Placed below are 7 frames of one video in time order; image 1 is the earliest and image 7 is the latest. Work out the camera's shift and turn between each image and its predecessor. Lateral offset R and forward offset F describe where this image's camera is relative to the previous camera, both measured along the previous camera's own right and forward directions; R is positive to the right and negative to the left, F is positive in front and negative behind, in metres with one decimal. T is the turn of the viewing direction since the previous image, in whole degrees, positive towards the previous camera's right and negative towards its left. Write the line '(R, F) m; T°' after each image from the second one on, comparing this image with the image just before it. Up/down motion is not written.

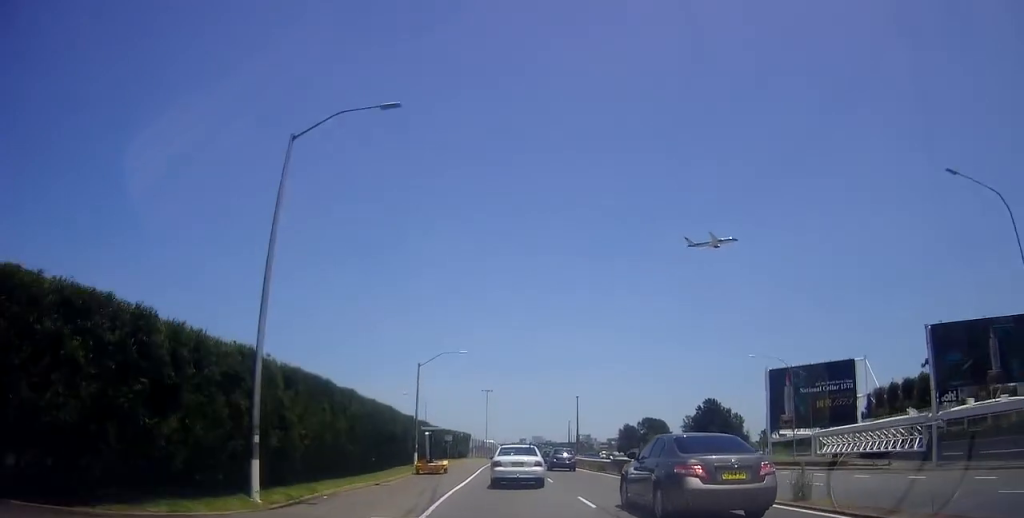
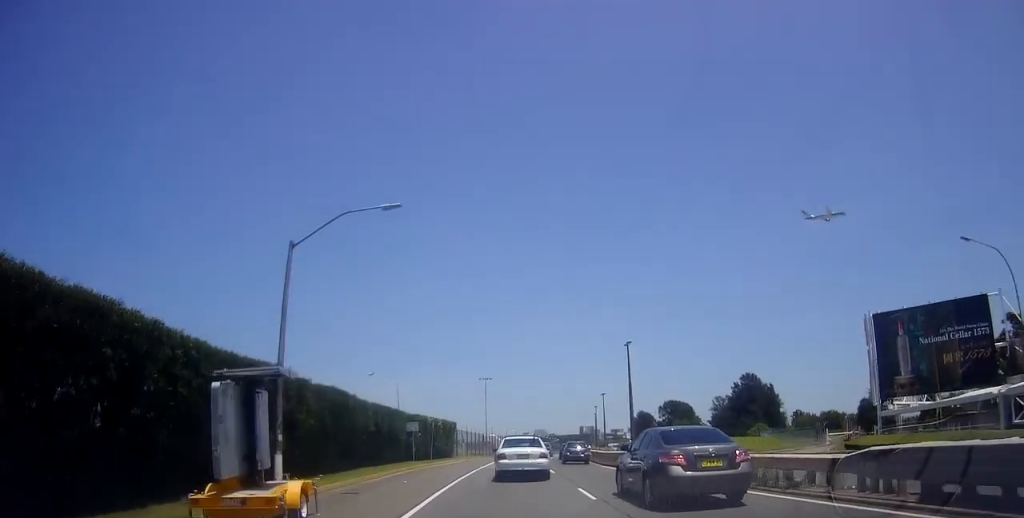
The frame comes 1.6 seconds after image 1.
(-0.1, +23.7) m; 0°
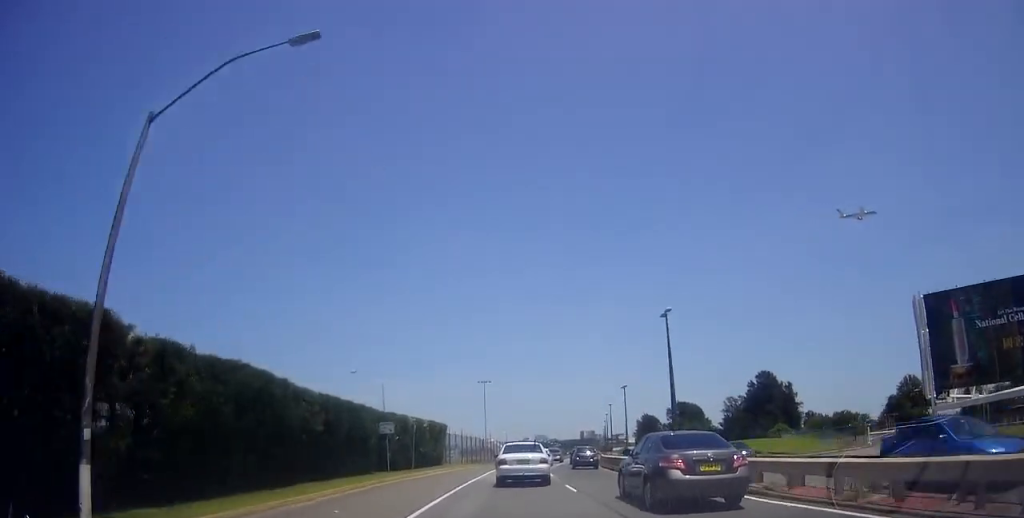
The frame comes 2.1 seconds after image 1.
(0.0, +8.1) m; 0°
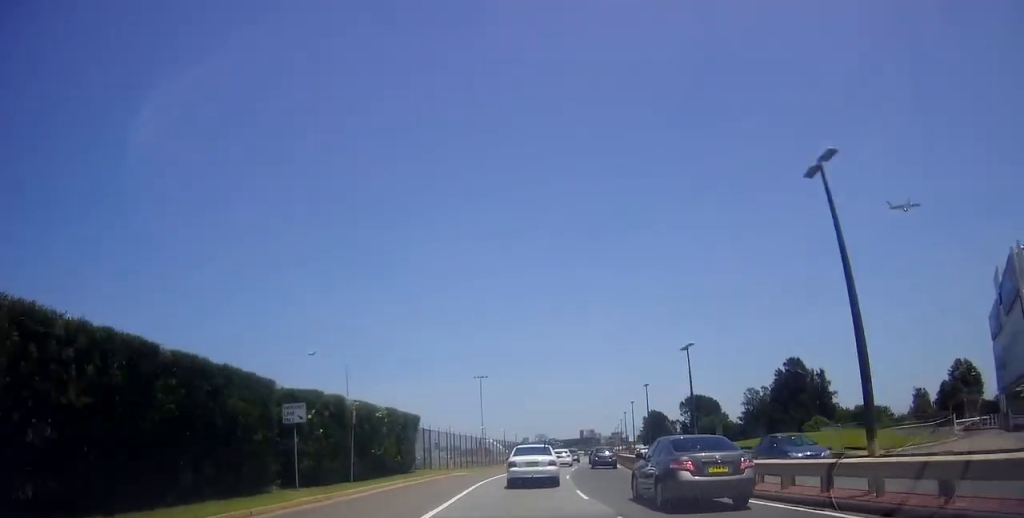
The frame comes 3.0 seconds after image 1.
(0.0, +13.2) m; 0°
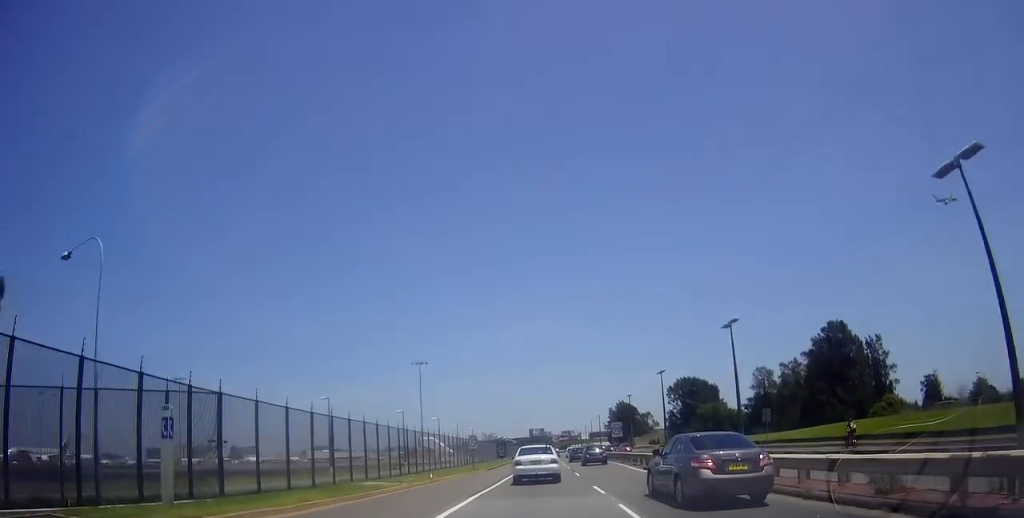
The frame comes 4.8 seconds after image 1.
(+0.4, +28.0) m; +2°
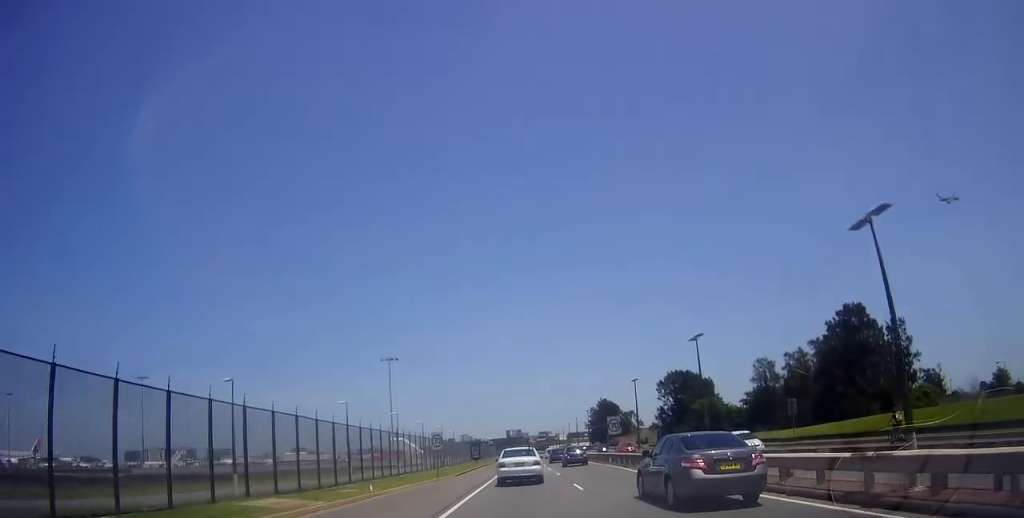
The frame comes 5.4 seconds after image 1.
(-0.1, +9.3) m; +1°
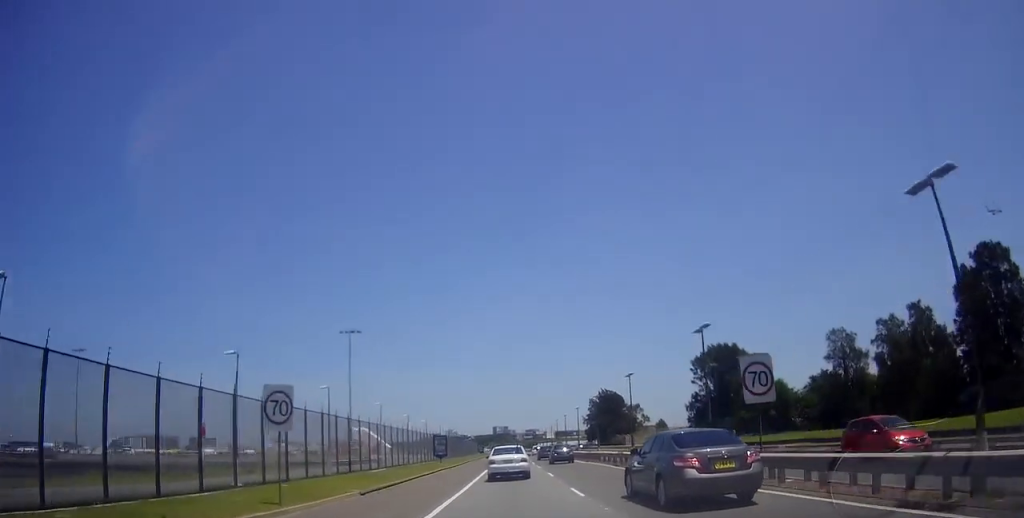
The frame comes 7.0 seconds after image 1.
(+1.2, +25.4) m; +3°
